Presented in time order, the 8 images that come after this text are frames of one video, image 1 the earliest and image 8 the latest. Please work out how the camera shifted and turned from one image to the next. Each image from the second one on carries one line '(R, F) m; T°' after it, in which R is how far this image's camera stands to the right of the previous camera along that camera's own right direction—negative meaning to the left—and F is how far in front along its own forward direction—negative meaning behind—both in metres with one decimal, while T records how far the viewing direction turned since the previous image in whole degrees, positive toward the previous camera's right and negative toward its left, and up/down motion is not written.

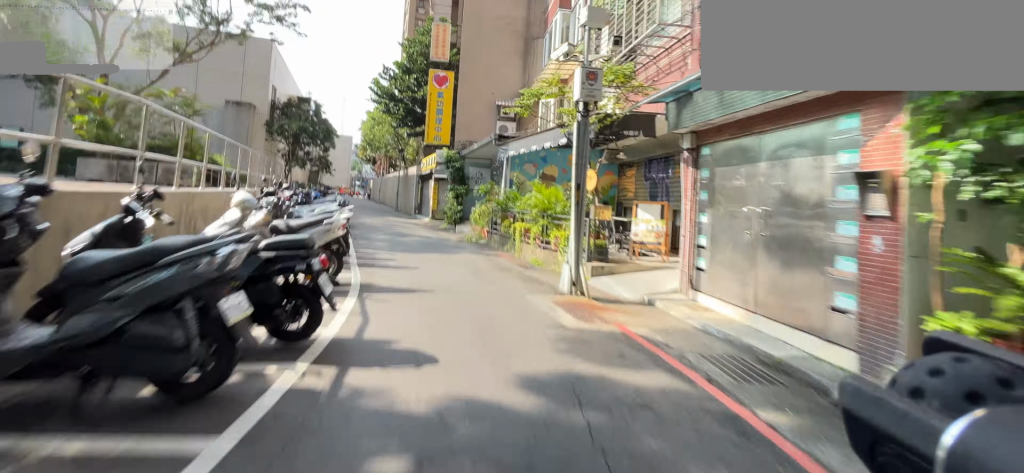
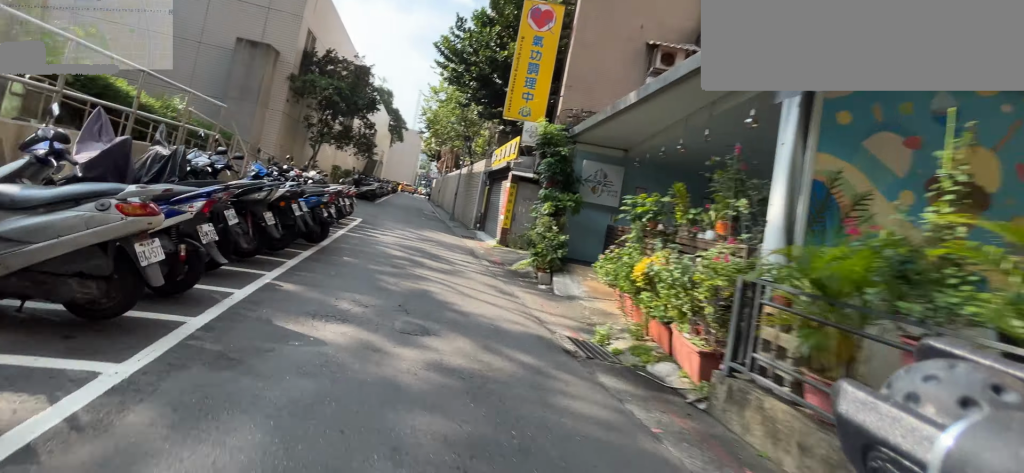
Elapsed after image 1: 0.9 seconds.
(-1.5, +9.6) m; -8°
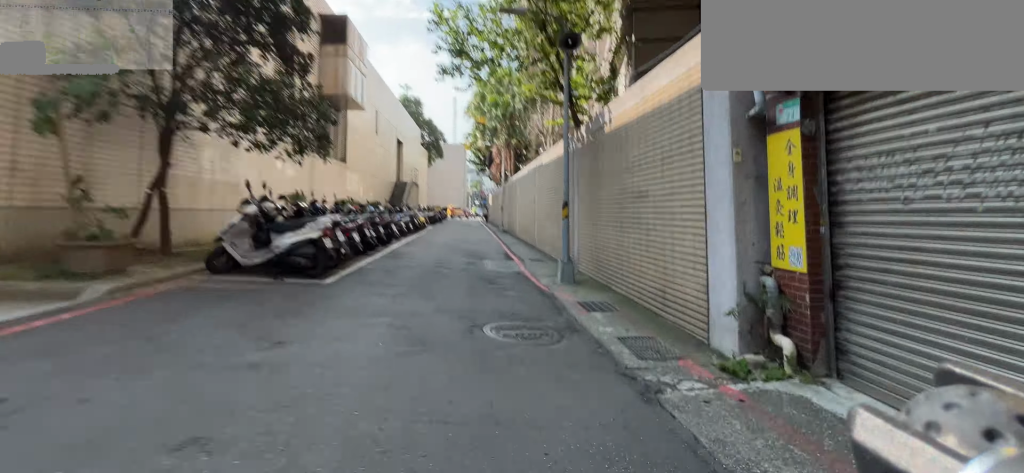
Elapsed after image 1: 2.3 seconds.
(+0.2, +14.0) m; +3°
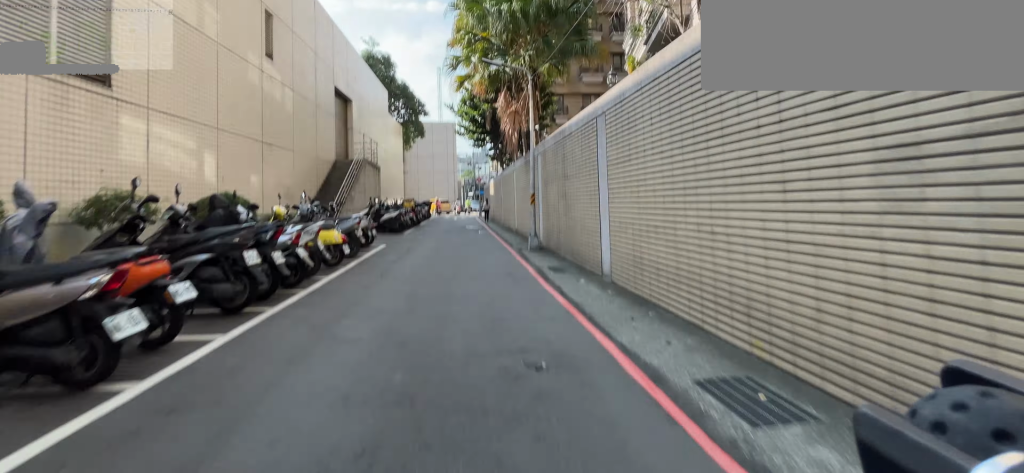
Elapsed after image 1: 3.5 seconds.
(+0.2, +10.8) m; +1°
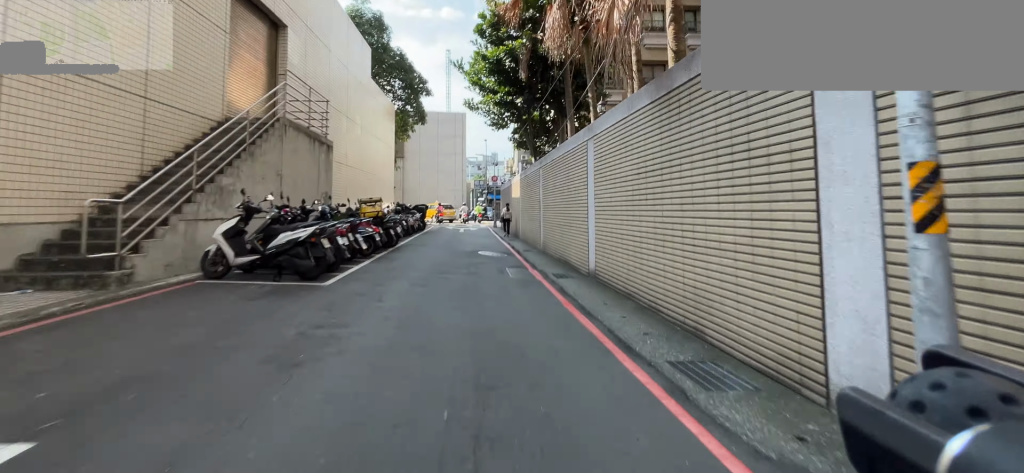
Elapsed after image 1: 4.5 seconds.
(0.0, +6.9) m; 0°
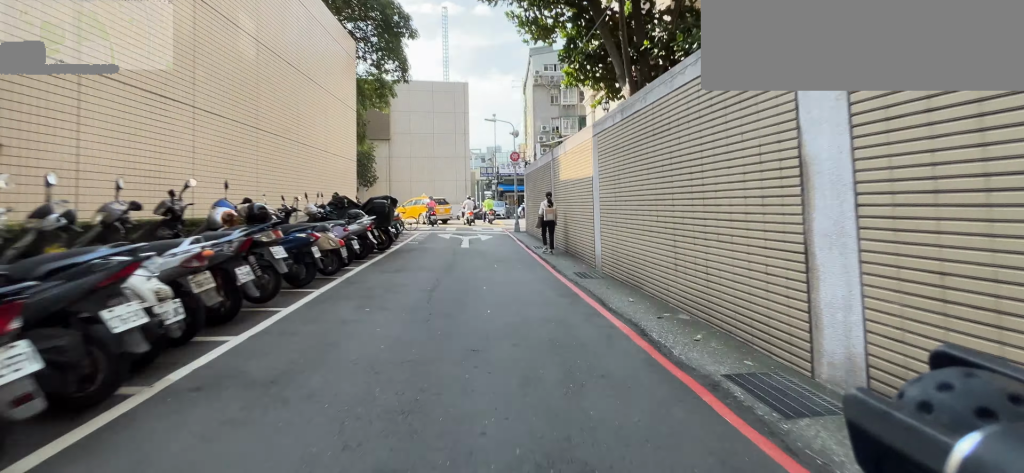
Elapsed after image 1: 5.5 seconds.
(0.0, +7.1) m; 0°
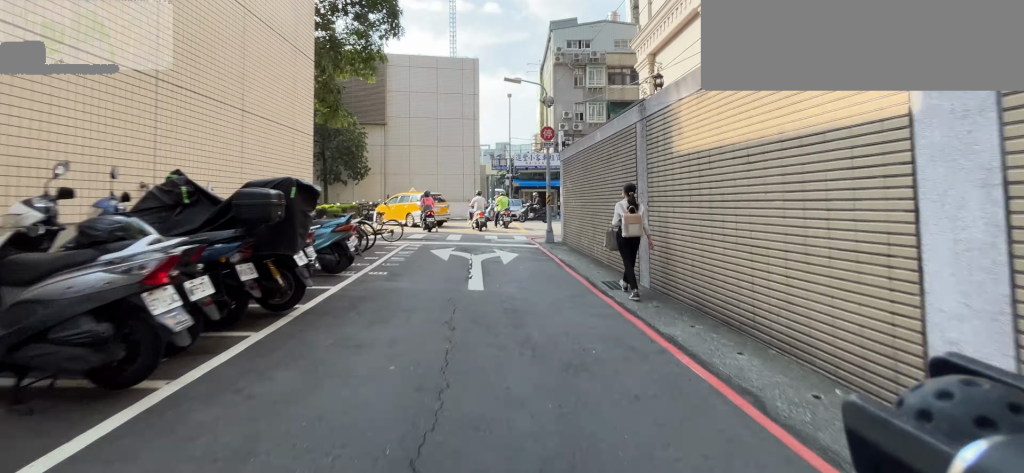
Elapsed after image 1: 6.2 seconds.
(0.0, +4.1) m; -1°
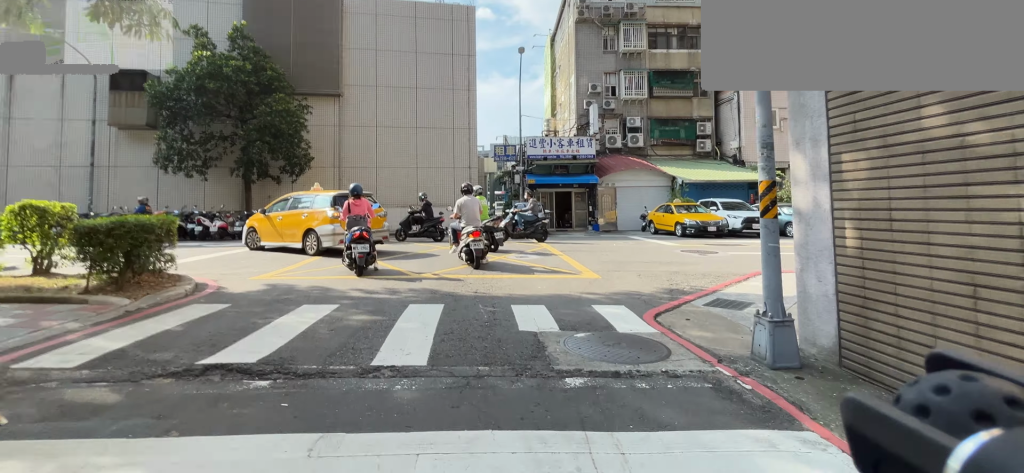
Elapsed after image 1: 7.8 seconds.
(-0.2, +8.0) m; -3°
